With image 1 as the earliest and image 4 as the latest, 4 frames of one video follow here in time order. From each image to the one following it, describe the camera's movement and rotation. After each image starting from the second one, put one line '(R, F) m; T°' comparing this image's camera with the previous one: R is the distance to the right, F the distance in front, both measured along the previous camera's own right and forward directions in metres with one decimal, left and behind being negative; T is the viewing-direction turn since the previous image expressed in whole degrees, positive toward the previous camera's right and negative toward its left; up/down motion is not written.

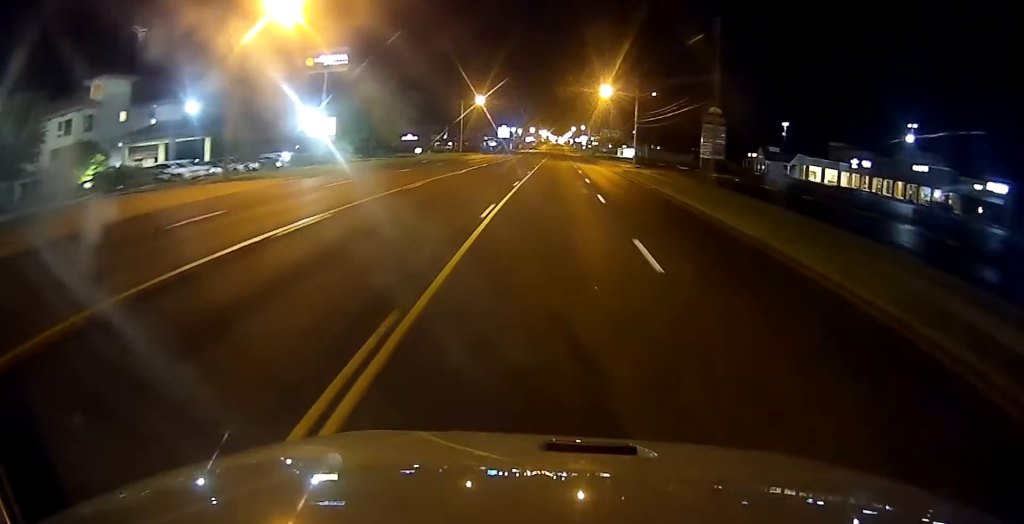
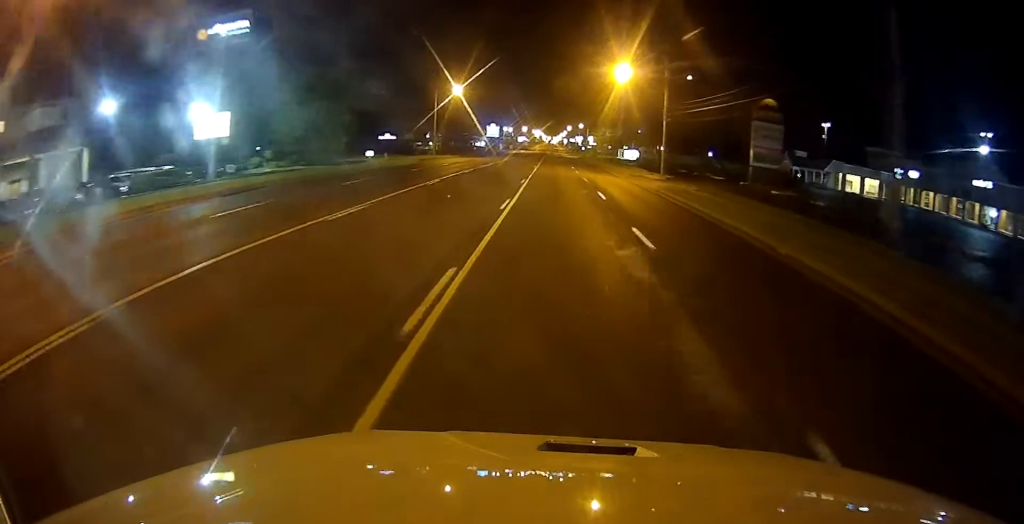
(+0.4, +21.6) m; +1°
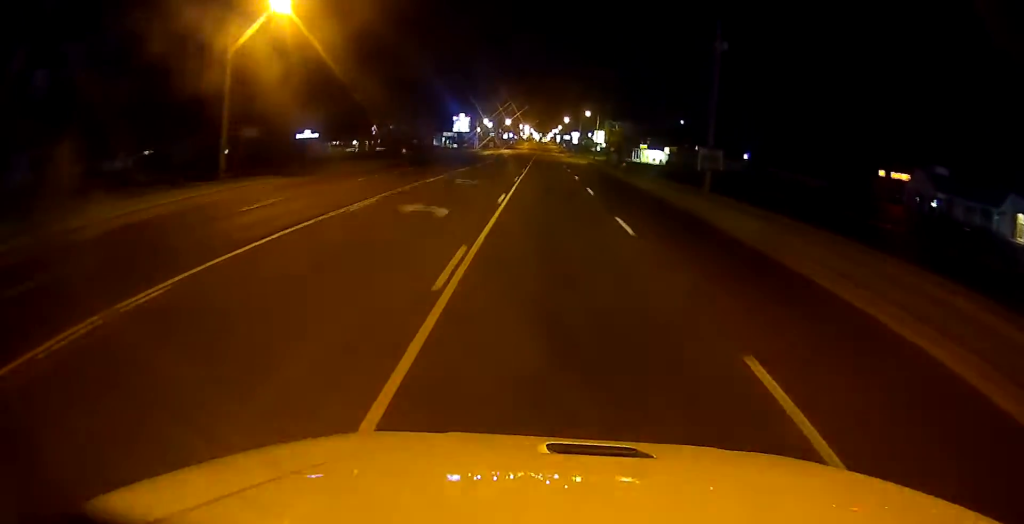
(0.0, +58.6) m; +2°
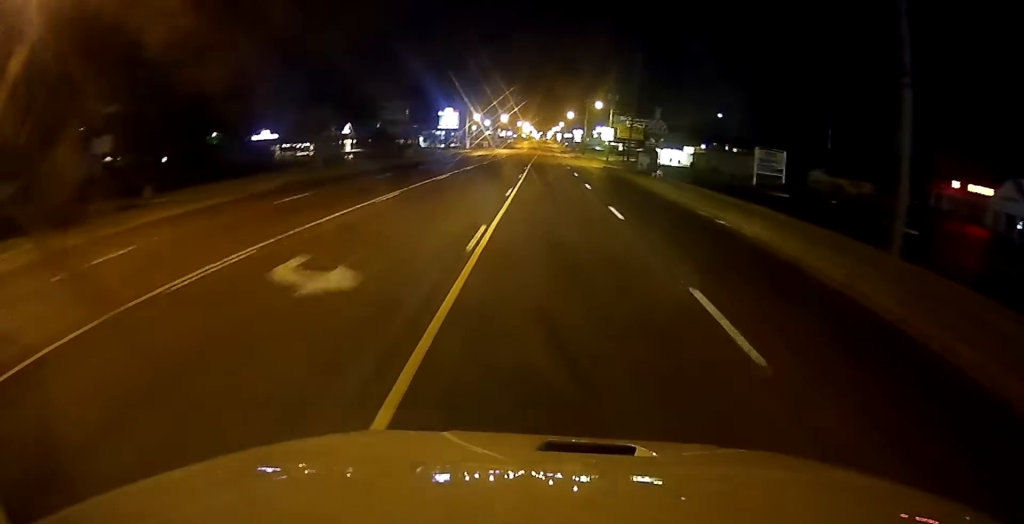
(+0.7, +21.3) m; 0°
